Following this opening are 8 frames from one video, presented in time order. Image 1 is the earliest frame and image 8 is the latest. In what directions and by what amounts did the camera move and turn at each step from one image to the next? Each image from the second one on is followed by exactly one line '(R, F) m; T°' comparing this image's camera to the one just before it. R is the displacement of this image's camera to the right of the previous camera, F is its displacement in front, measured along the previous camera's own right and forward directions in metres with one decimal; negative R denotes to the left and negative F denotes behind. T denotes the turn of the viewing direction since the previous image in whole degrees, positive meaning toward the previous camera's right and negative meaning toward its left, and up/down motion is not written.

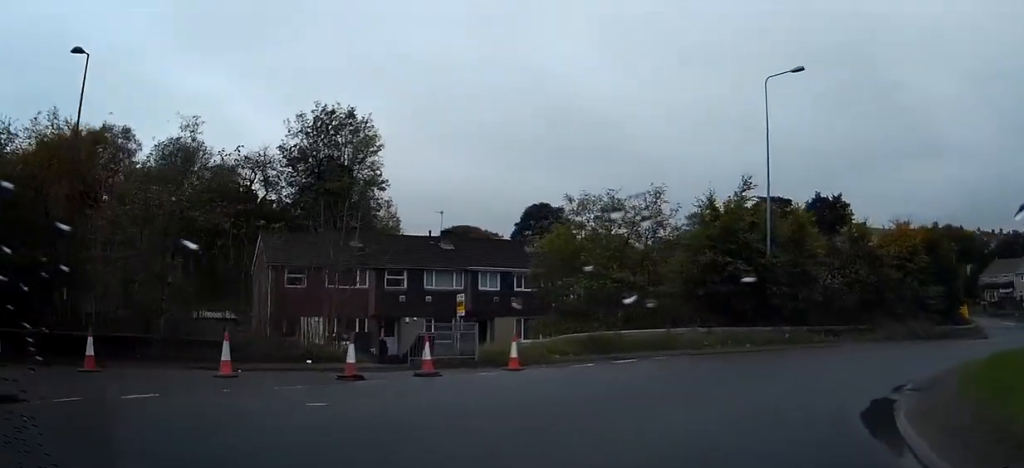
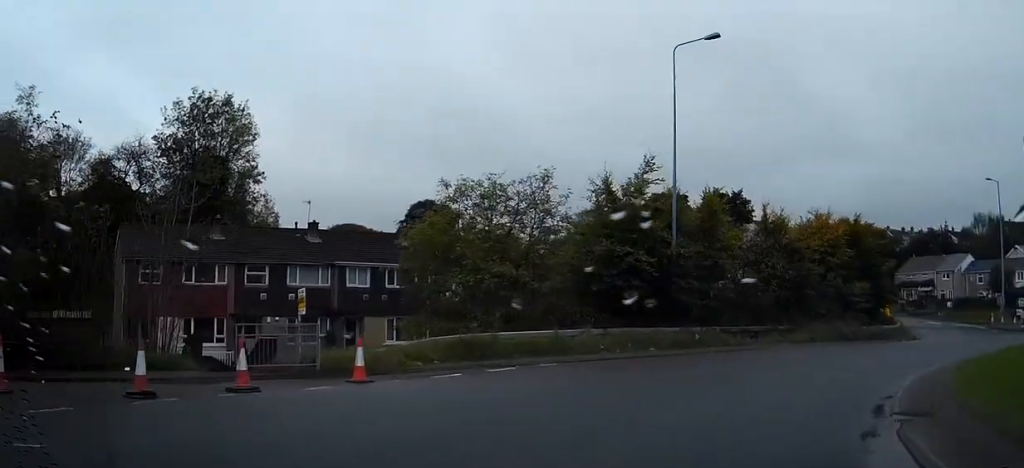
(+0.4, +4.0) m; +10°
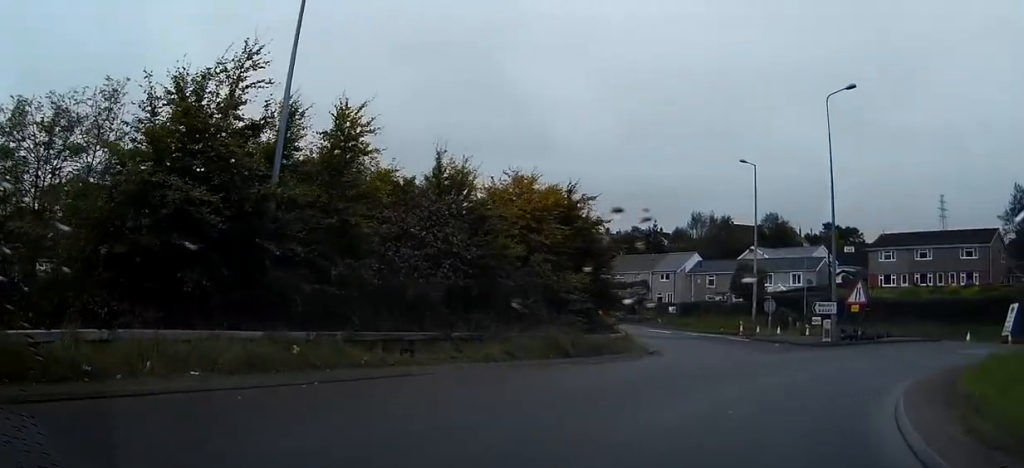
(+2.9, +11.6) m; +26°
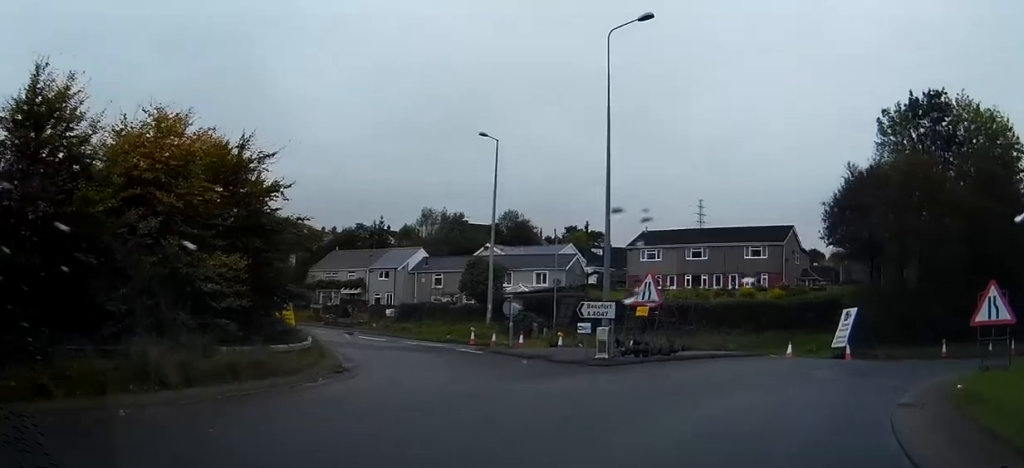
(+1.4, +10.4) m; +16°
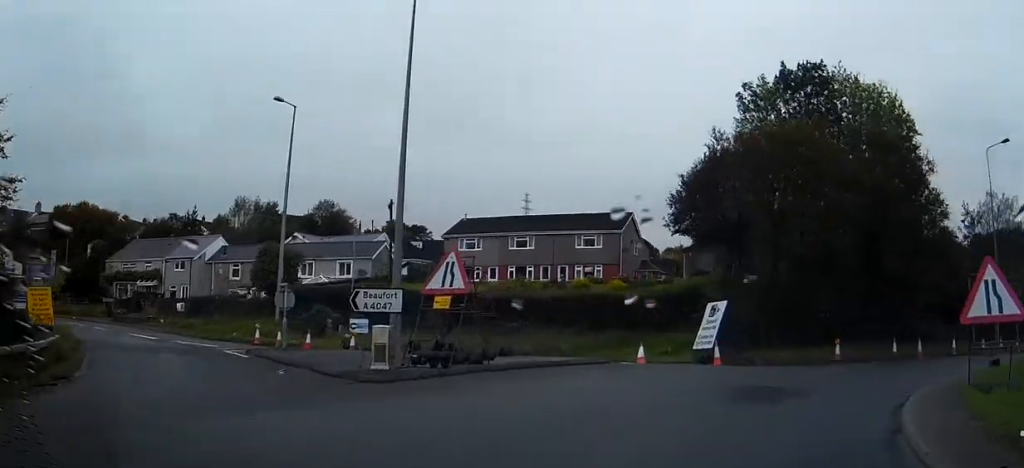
(+0.6, +7.3) m; +14°
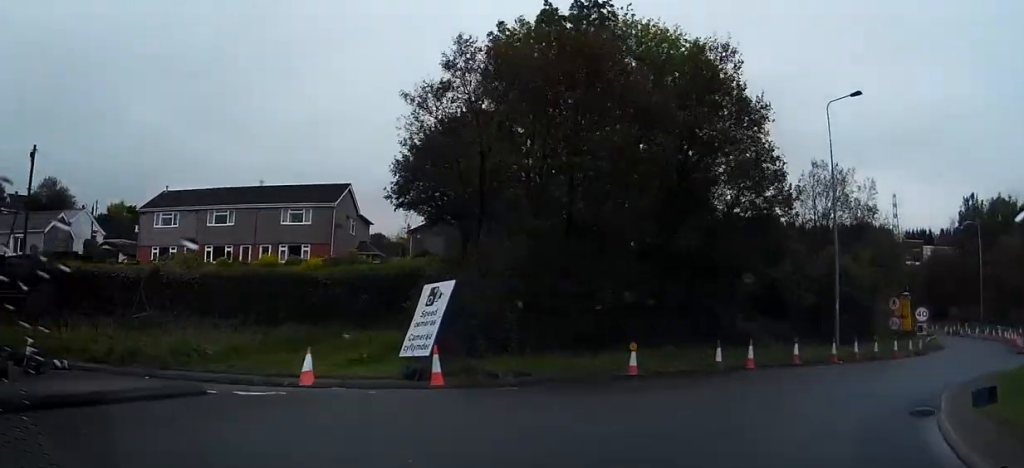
(+2.5, +11.2) m; +22°
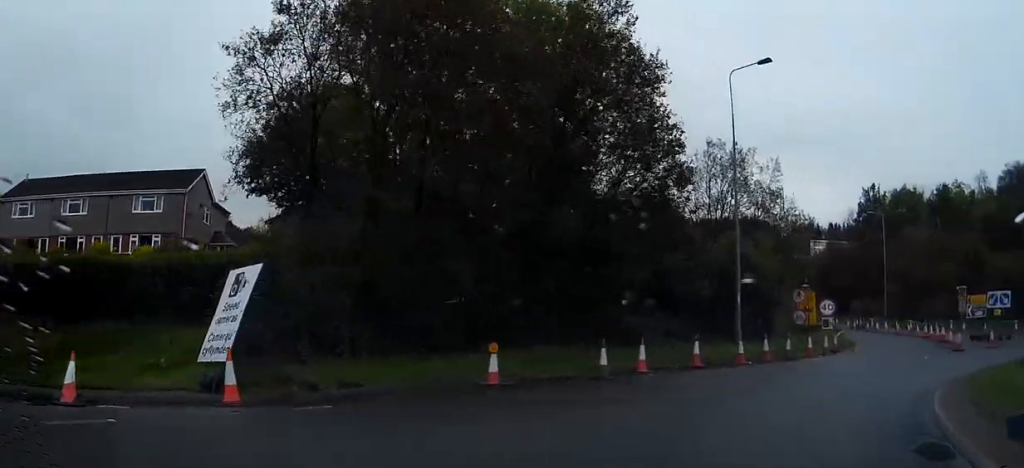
(+0.3, +4.7) m; +9°
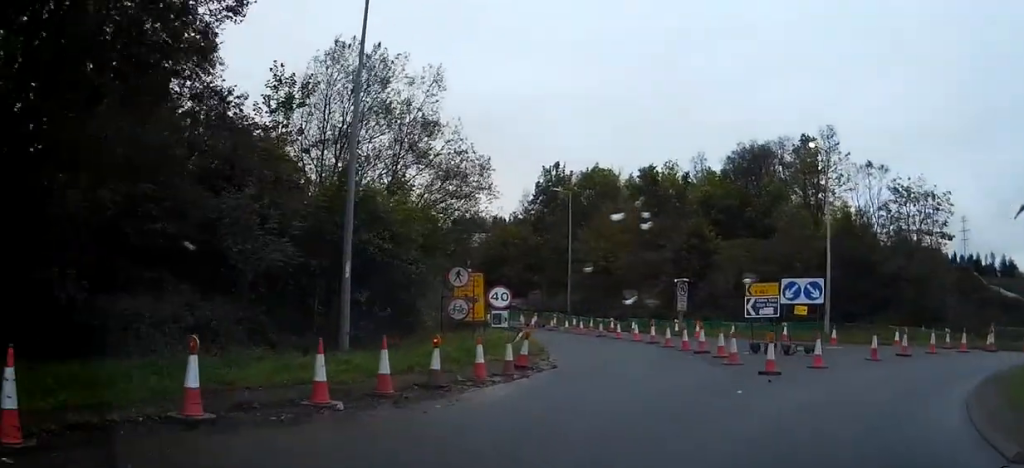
(+3.2, +15.0) m; +17°
